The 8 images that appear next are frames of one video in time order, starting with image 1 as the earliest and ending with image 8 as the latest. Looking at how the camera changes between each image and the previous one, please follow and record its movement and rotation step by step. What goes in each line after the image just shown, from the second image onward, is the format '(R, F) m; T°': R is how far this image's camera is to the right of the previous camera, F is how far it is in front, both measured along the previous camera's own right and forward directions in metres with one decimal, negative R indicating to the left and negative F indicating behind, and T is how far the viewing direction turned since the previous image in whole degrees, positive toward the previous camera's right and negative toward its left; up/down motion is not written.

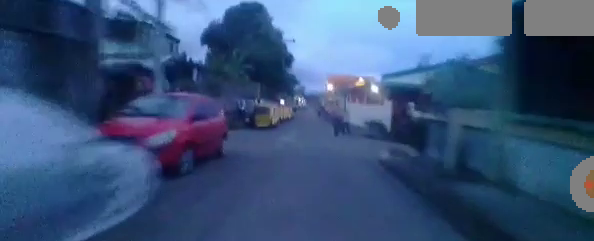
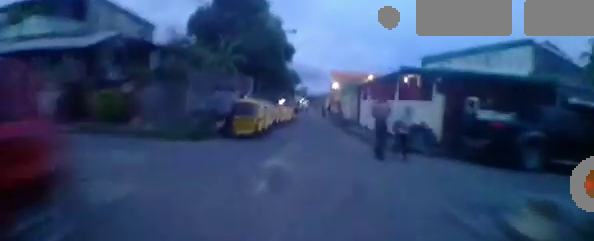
(-0.1, +6.2) m; 0°
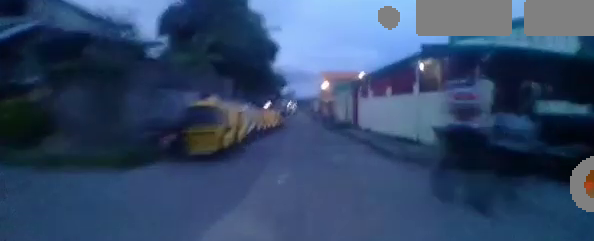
(+0.1, +3.7) m; -3°
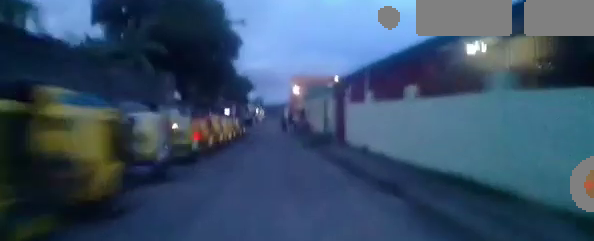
(-0.6, +5.5) m; -8°
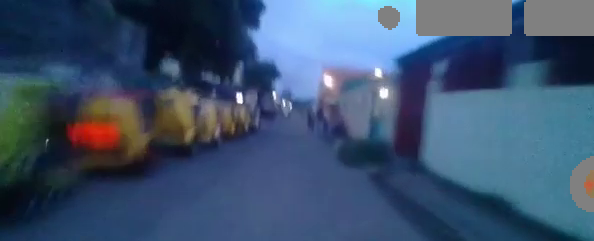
(-0.2, +6.3) m; +4°
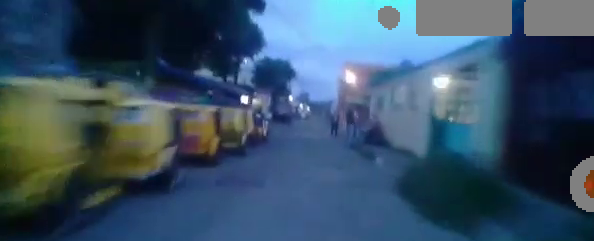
(+0.3, +4.4) m; +6°
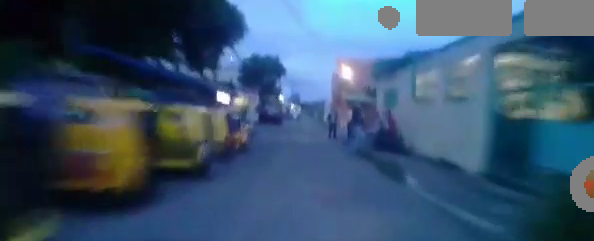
(+0.3, +2.8) m; +1°
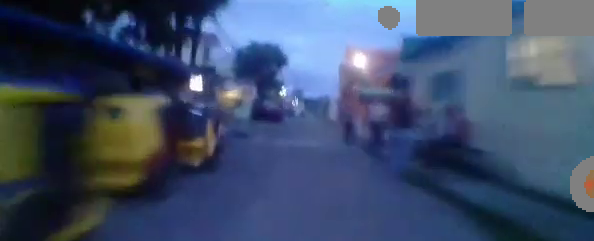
(-0.3, +3.8) m; -2°
